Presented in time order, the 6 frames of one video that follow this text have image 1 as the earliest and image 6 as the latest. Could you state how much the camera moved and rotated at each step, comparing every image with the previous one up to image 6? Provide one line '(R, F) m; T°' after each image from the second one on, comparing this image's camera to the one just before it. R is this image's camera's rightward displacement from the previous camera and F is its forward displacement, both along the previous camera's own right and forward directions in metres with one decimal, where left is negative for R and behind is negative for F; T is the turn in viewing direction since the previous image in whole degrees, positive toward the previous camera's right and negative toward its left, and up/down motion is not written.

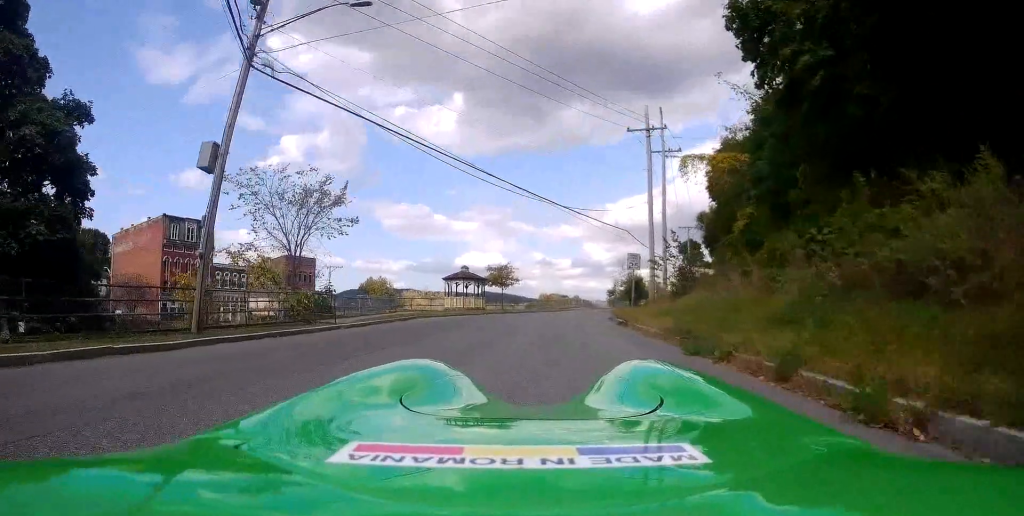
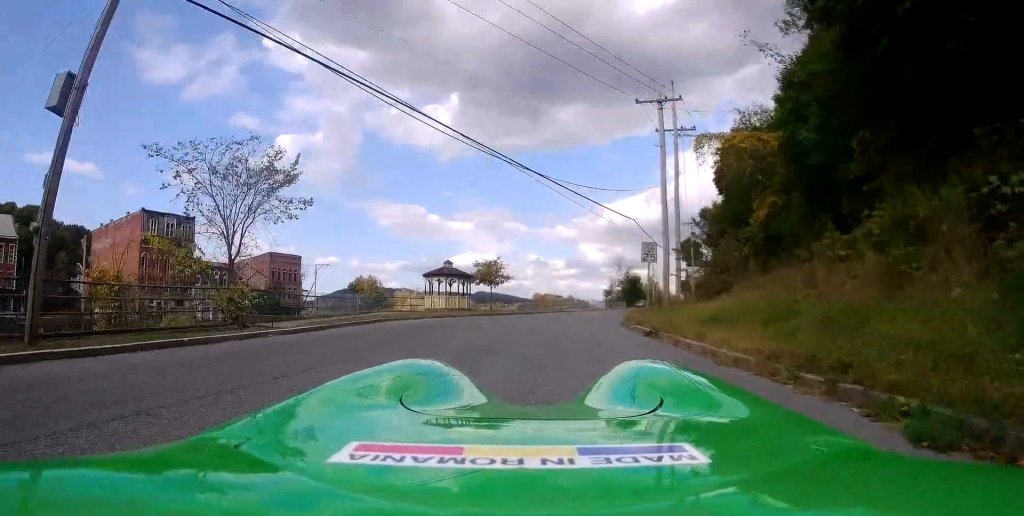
(+0.1, +5.4) m; 0°
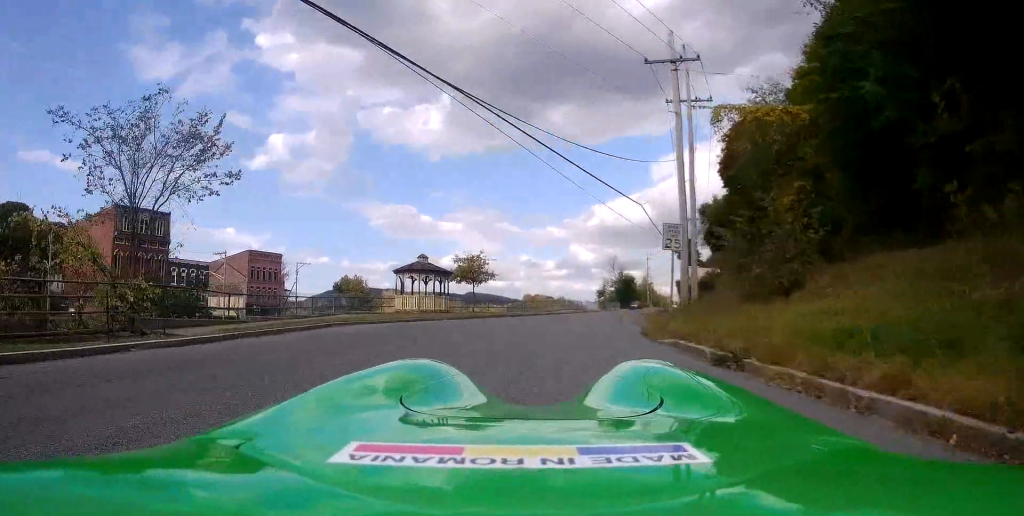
(0.0, +5.5) m; -2°
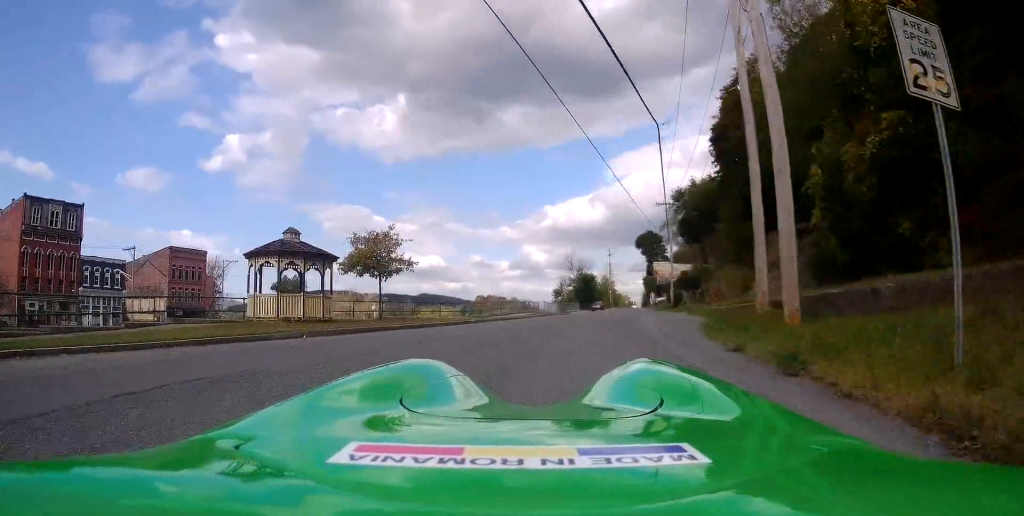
(+0.1, +13.0) m; +4°
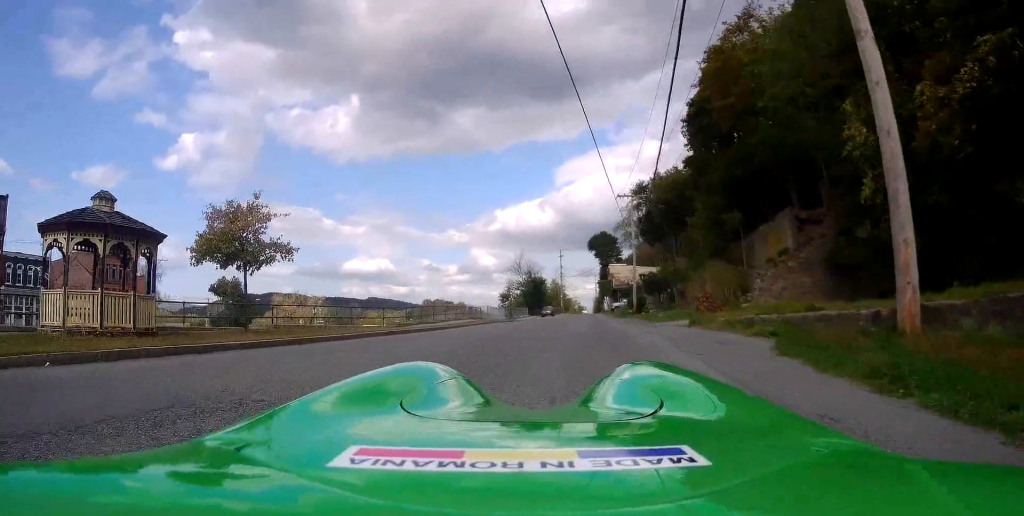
(+0.1, +8.2) m; +4°
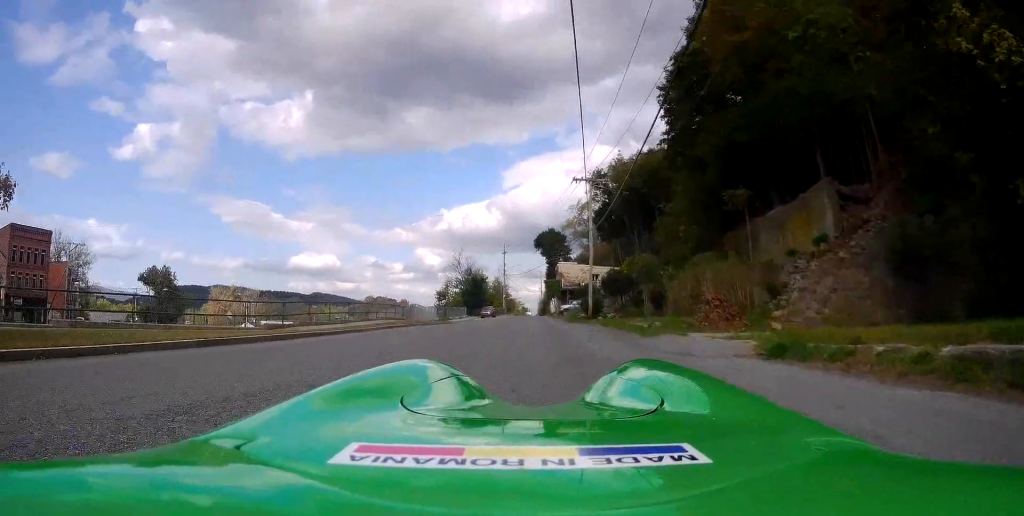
(+1.2, +9.7) m; +9°
